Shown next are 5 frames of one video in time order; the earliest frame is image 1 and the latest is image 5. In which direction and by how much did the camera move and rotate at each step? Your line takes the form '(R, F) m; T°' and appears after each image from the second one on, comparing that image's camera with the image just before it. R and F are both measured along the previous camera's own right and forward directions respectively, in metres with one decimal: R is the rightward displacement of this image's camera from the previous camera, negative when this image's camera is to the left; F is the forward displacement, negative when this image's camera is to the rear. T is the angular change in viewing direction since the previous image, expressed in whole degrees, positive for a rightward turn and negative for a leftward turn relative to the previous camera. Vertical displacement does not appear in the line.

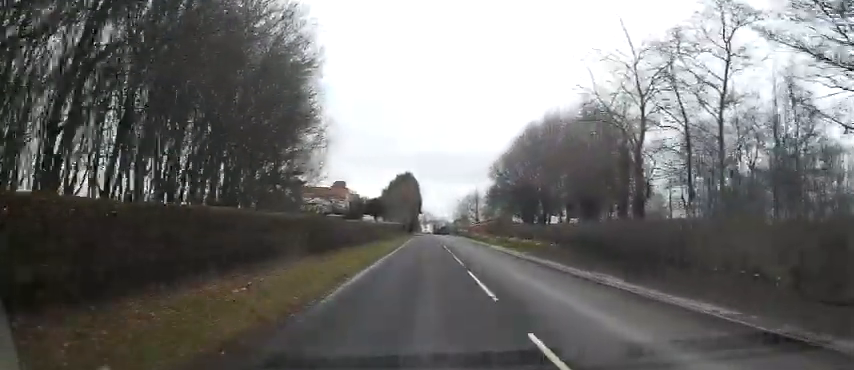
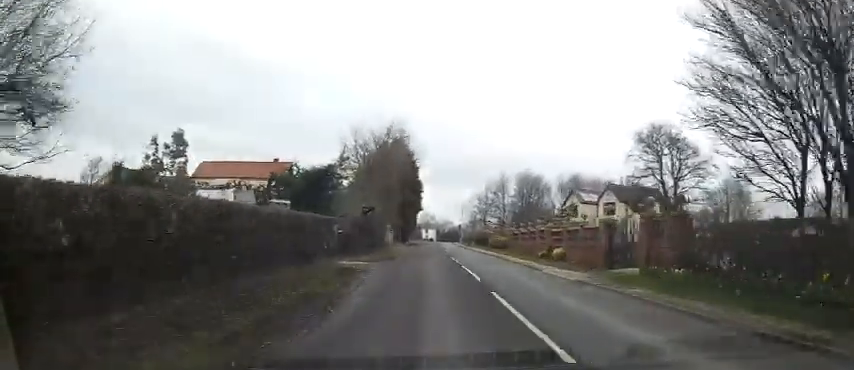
(-0.9, +39.2) m; -1°
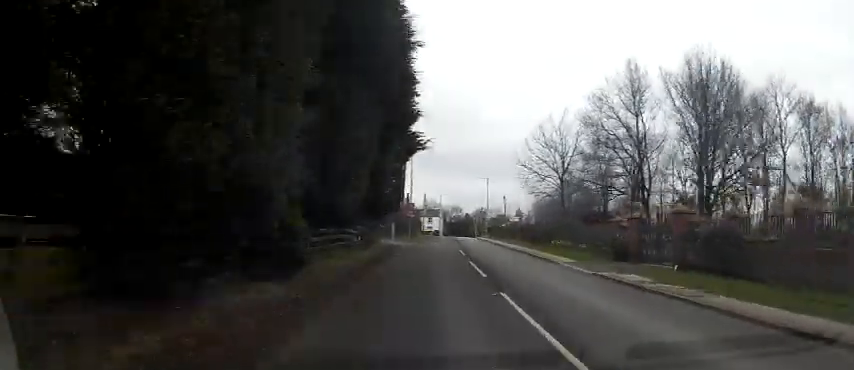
(+1.1, +56.1) m; 0°
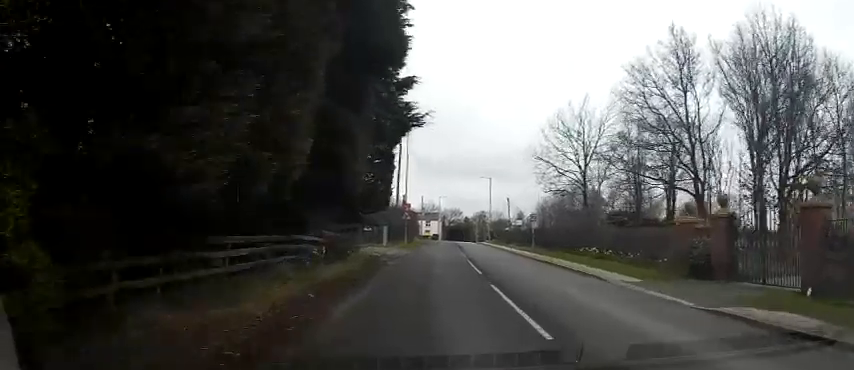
(0.0, +7.3) m; 0°
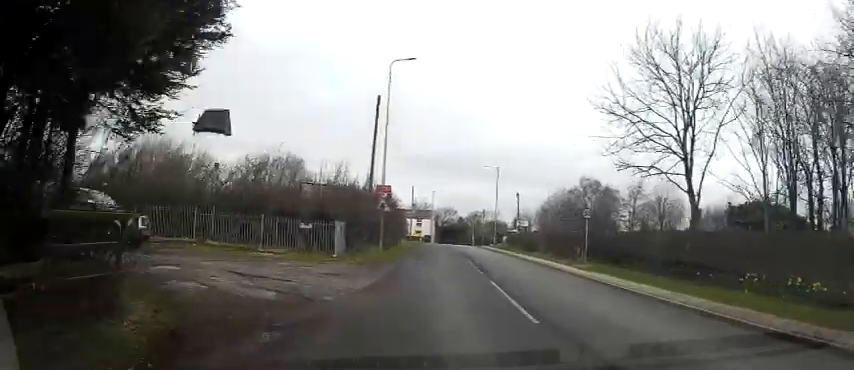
(+0.1, +17.3) m; +2°
